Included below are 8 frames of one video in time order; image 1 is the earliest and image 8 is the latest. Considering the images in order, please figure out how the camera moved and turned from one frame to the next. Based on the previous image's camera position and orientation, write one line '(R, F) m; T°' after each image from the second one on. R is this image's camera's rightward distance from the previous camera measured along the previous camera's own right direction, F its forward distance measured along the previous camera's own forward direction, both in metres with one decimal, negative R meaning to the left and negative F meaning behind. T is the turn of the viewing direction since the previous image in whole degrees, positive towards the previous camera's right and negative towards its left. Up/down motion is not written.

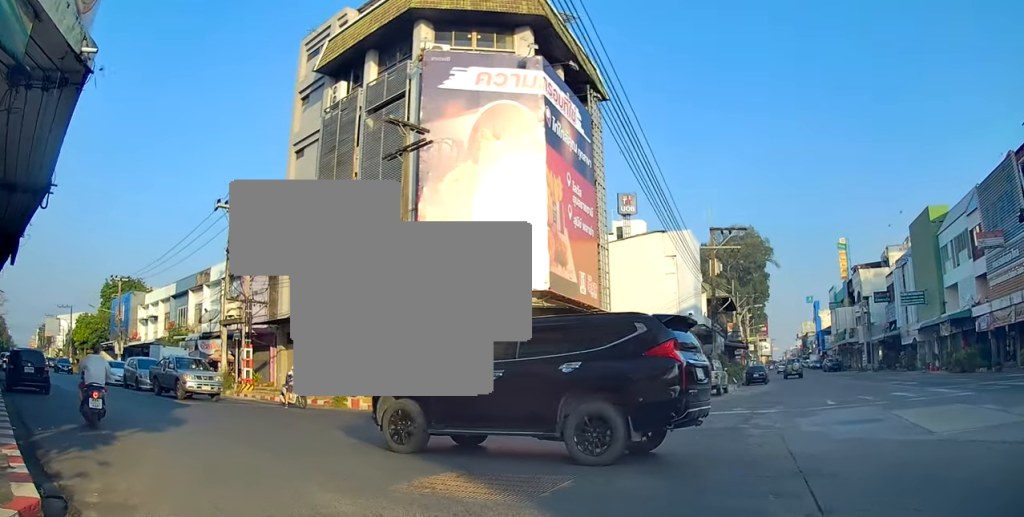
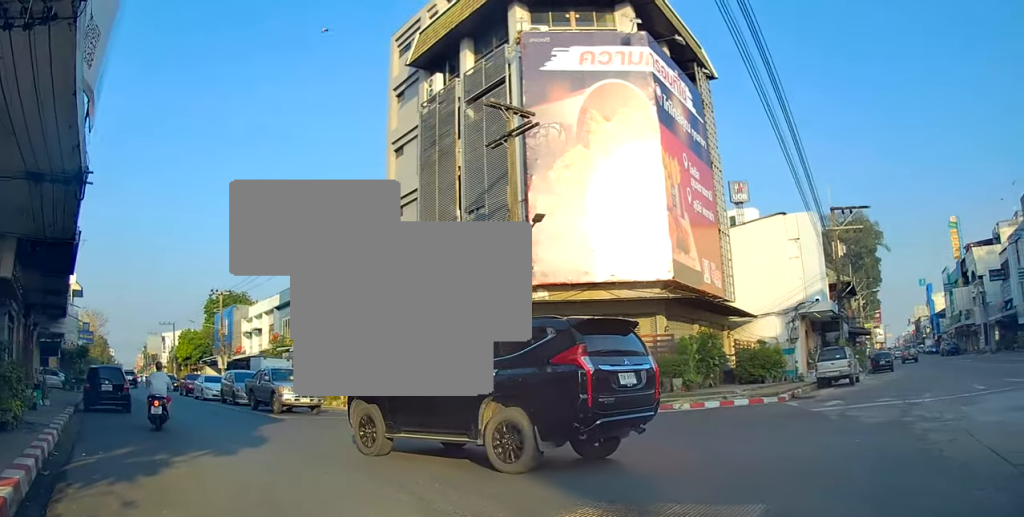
(-0.5, +2.2) m; -20°
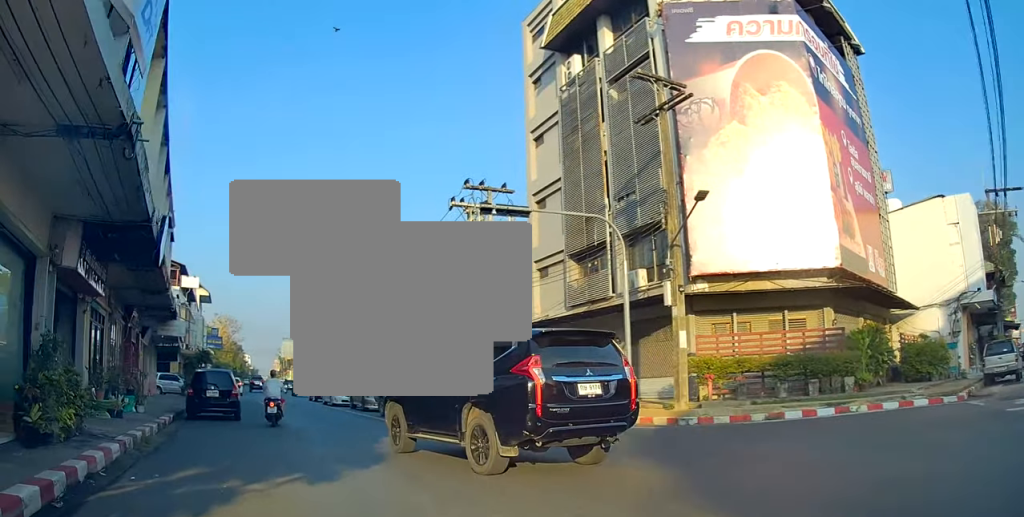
(-0.2, +2.2) m; -11°
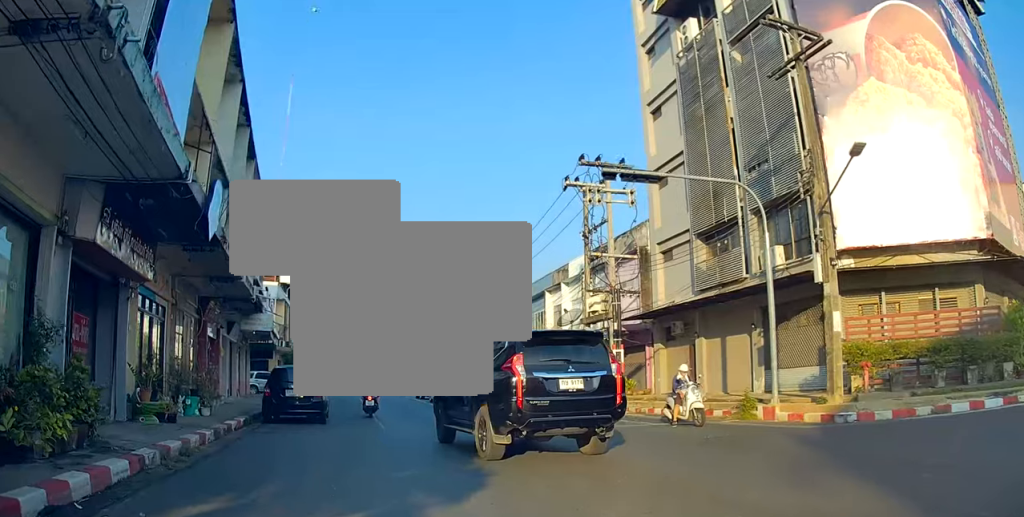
(-0.3, +2.2) m; -9°
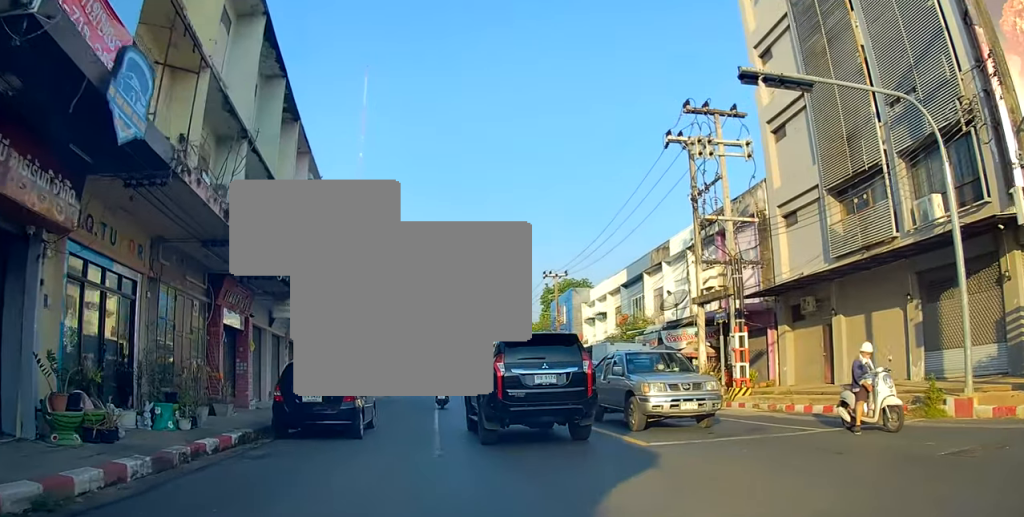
(-0.4, +3.6) m; -13°
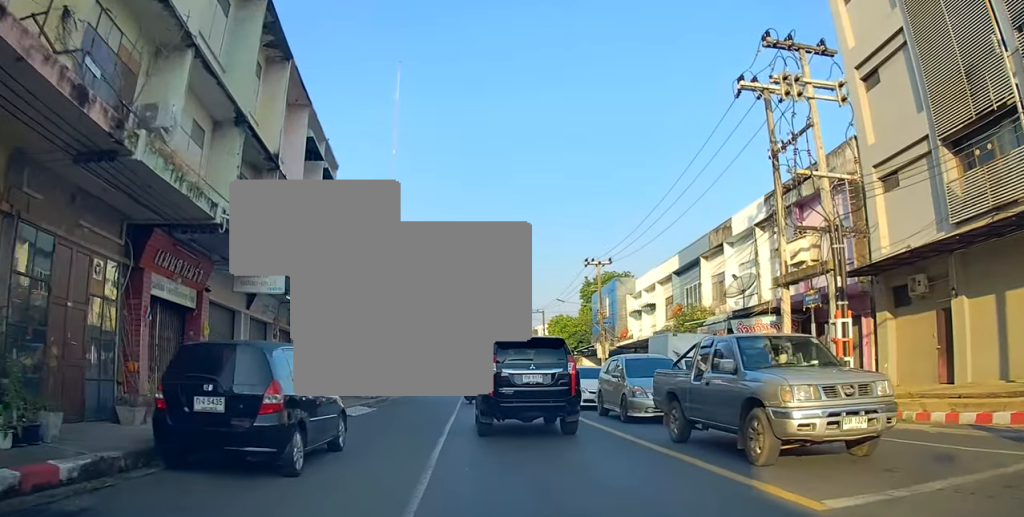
(-0.4, +3.7) m; -12°
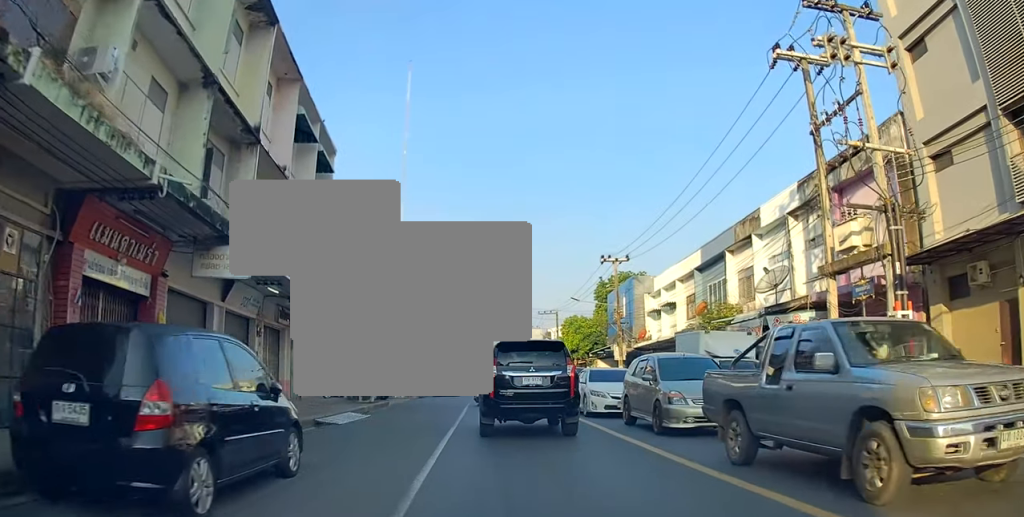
(+0.1, +1.8) m; -5°
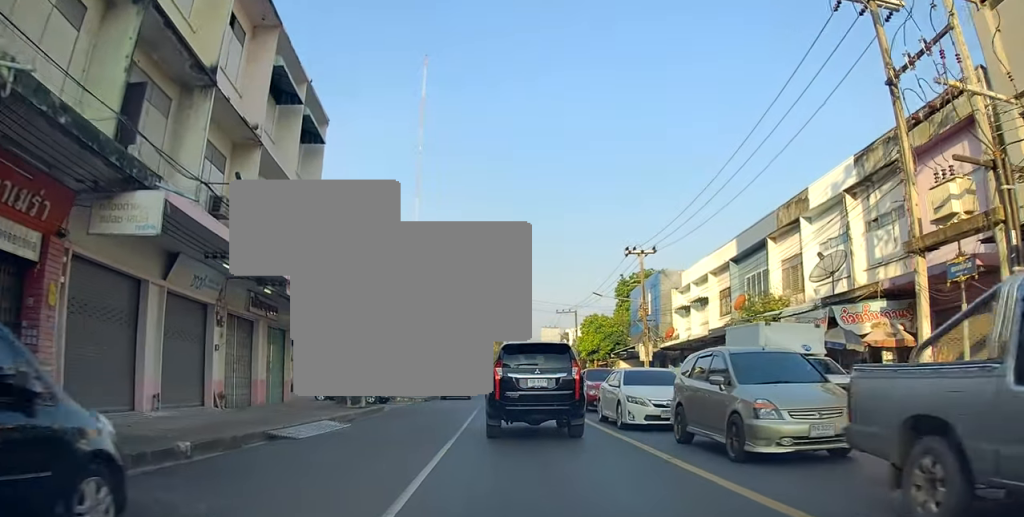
(-0.4, +3.7) m; +1°
